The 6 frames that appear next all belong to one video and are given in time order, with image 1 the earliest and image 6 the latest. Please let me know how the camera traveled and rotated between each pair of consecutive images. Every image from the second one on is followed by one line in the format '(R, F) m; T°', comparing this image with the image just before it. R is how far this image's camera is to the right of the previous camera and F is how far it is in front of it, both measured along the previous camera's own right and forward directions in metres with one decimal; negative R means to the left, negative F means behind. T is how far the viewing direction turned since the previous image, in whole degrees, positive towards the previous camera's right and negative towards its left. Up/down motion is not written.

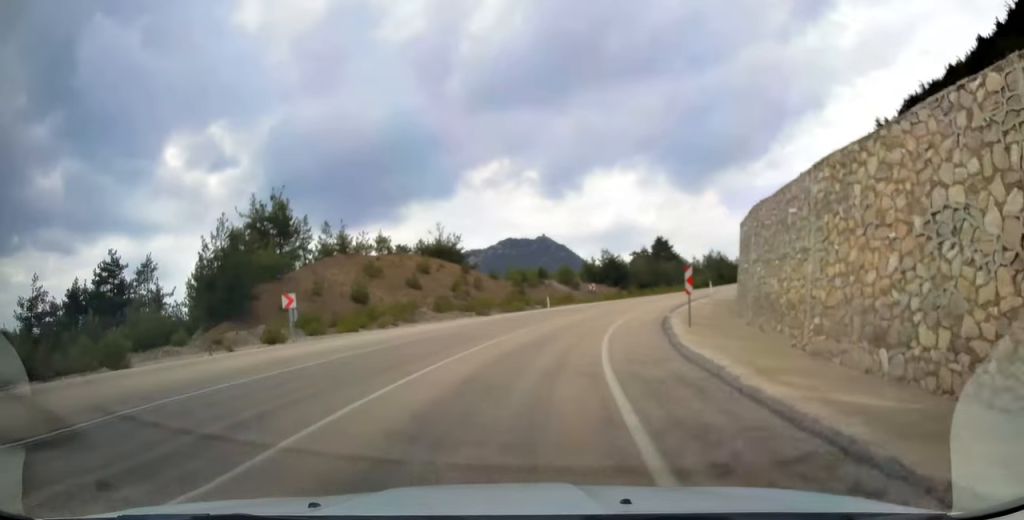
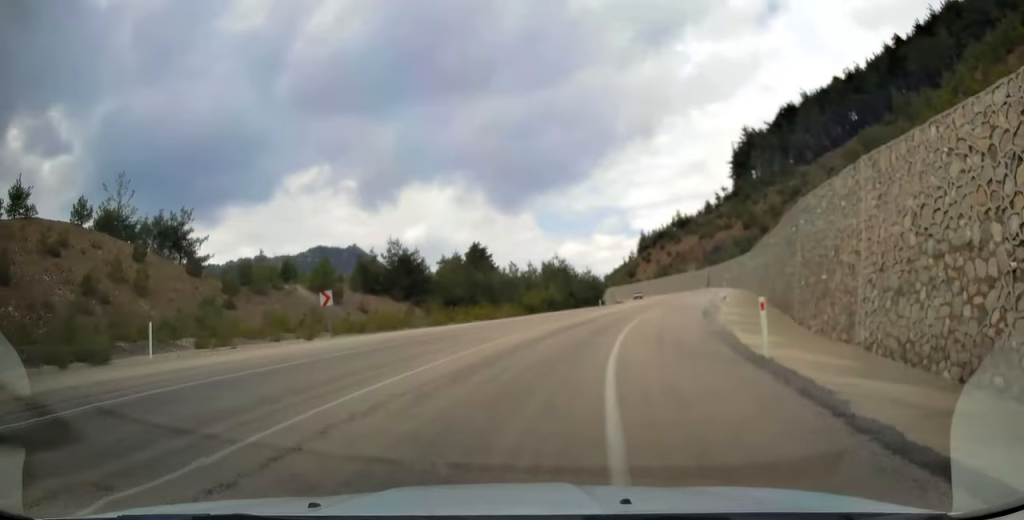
(+5.1, +37.4) m; +17°
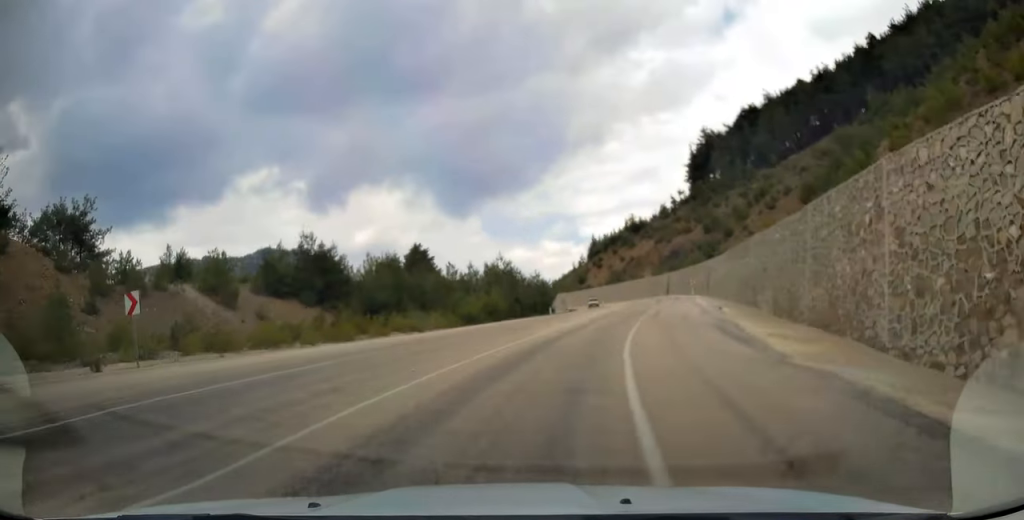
(+0.1, +10.3) m; +5°
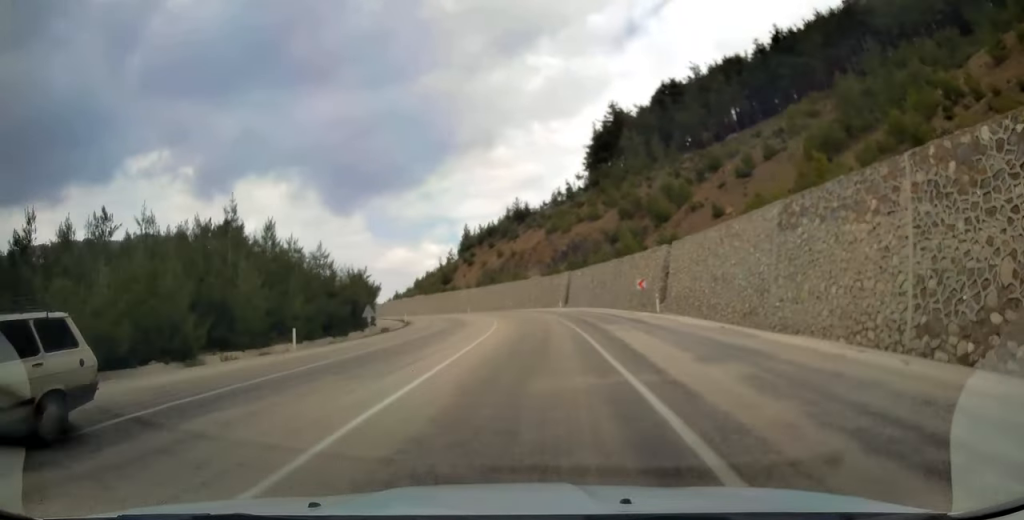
(+6.1, +41.1) m; +12°
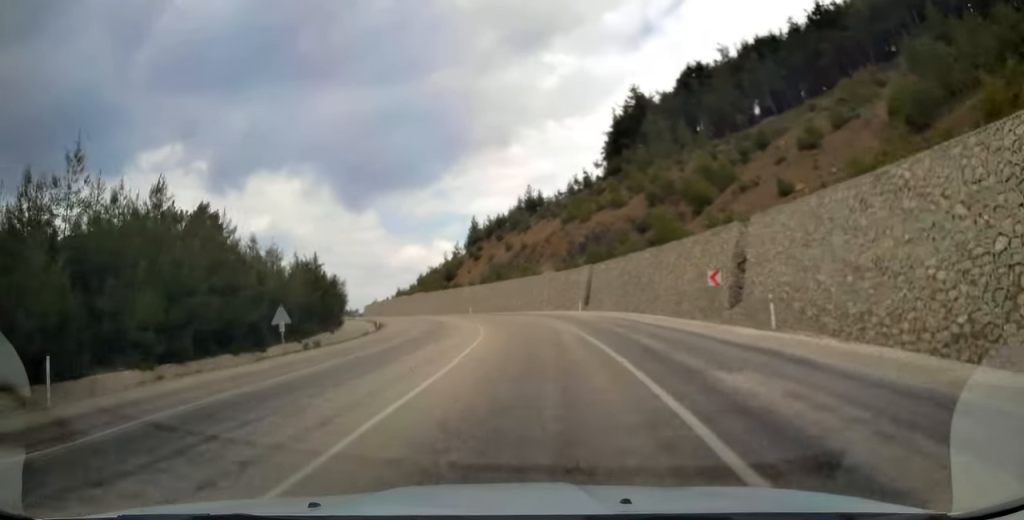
(+0.2, +14.4) m; -1°
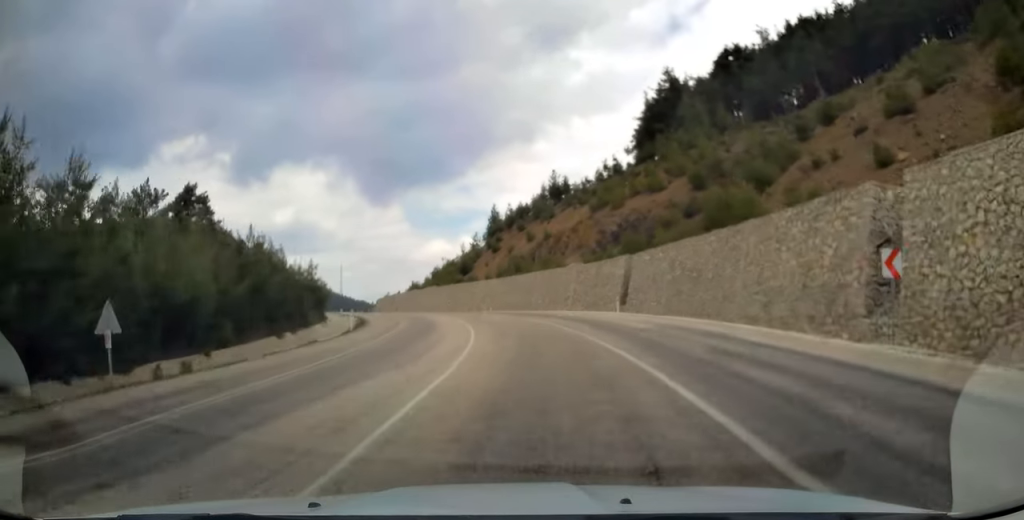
(-0.2, +11.7) m; -3°
